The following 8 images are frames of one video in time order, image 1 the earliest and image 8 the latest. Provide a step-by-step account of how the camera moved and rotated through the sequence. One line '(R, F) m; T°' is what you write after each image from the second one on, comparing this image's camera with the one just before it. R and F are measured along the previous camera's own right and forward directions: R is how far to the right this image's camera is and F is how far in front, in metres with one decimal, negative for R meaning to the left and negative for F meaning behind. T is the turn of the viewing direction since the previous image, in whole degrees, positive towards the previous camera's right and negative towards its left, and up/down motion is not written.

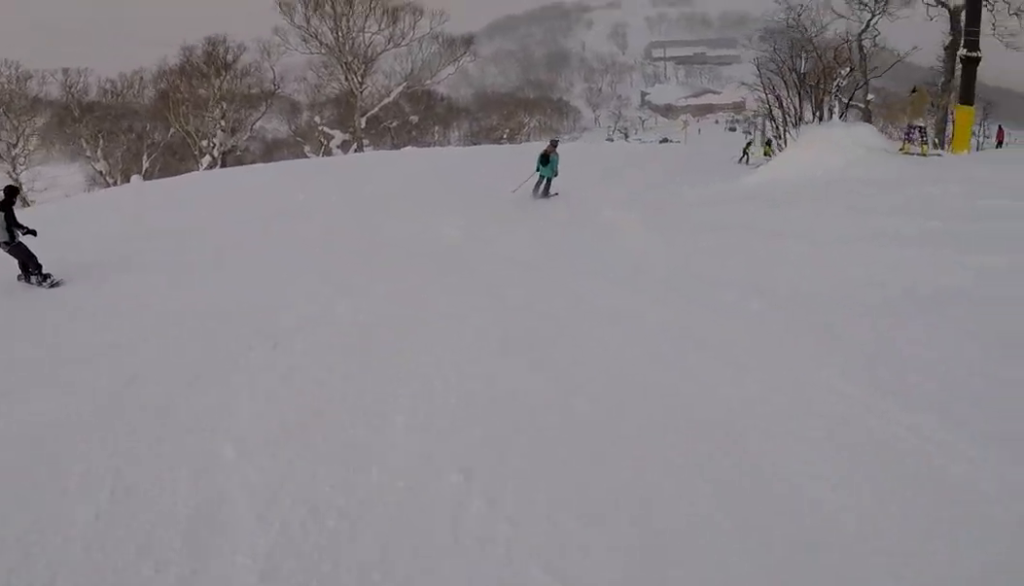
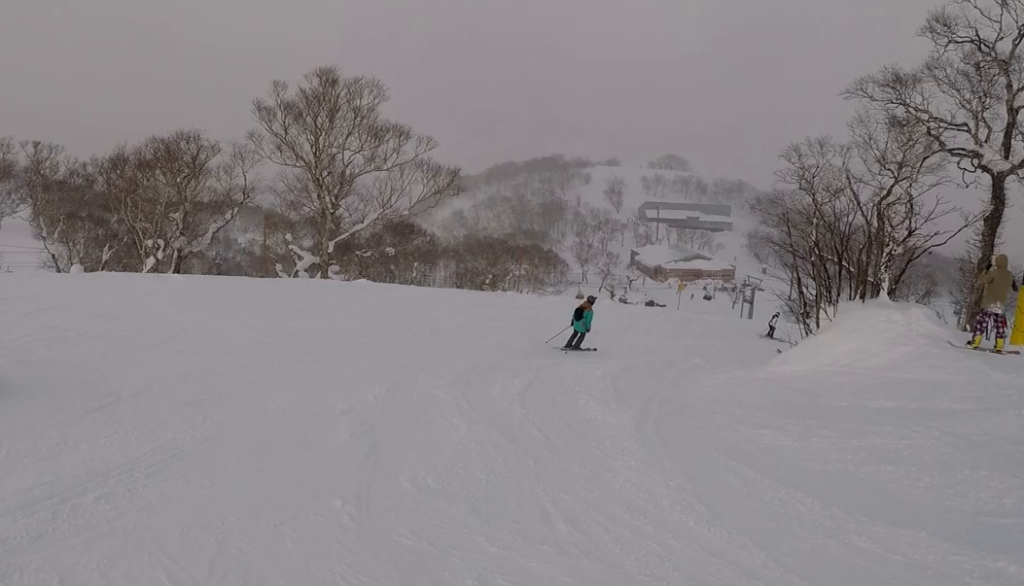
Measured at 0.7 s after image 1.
(+0.3, +4.3) m; +7°
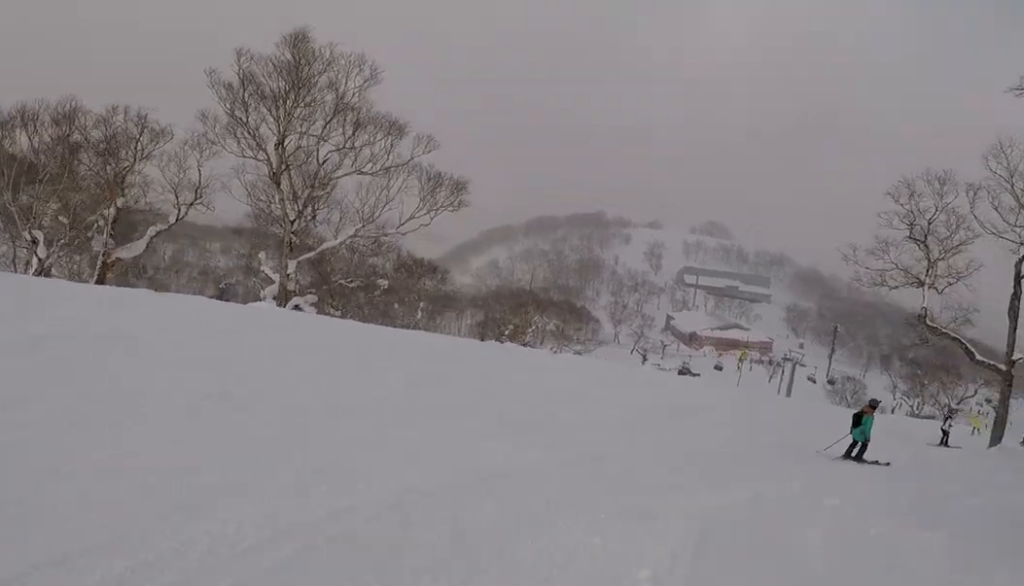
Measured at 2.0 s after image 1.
(+1.0, +8.6) m; +17°
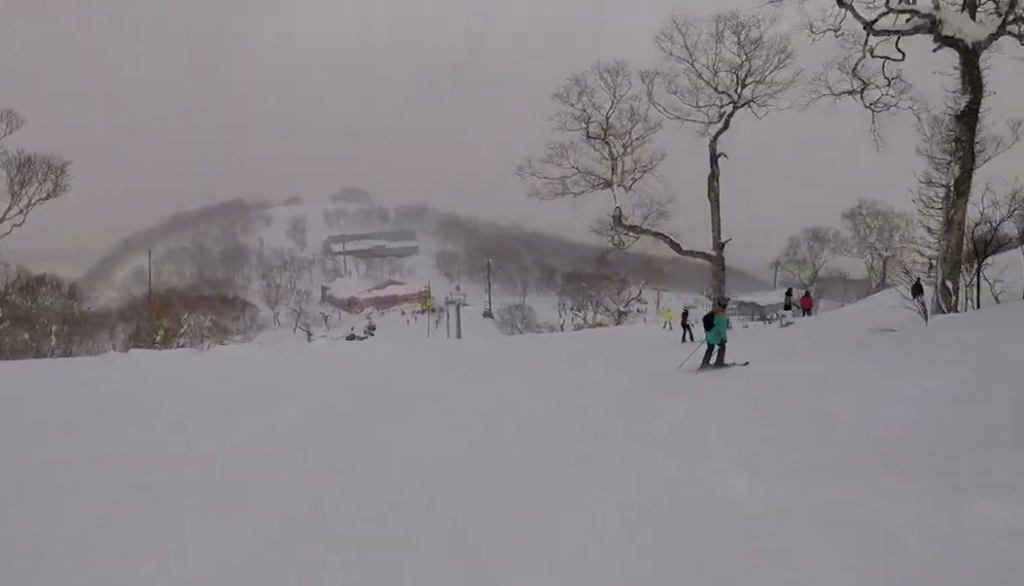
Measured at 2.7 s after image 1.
(+0.5, +3.7) m; +9°
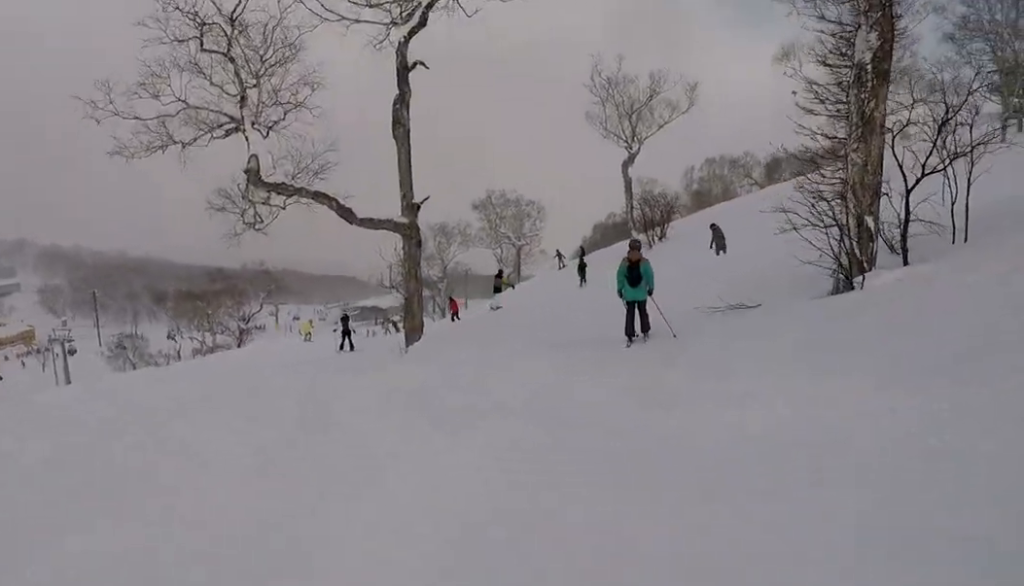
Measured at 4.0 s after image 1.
(+1.0, +7.2) m; +16°
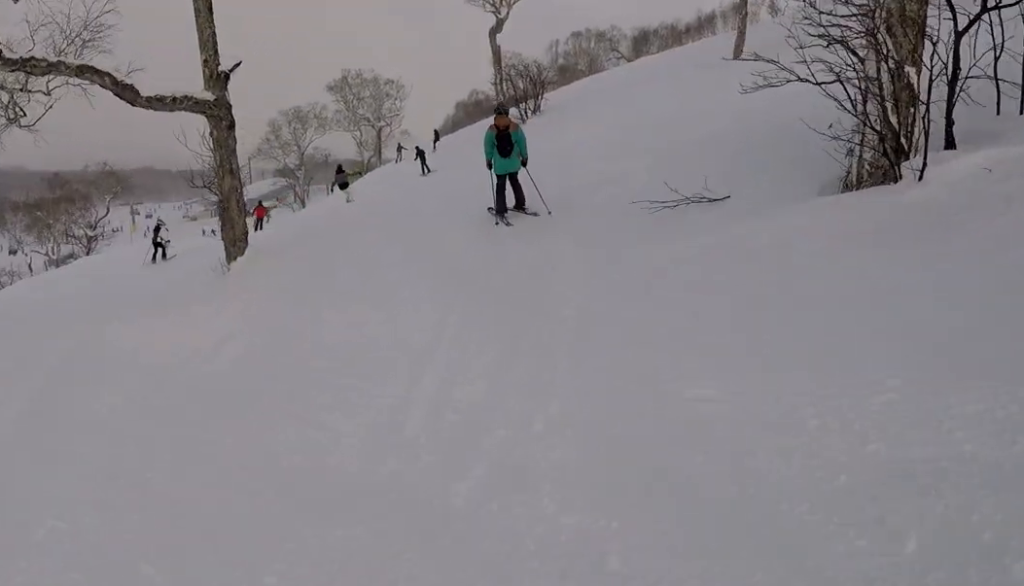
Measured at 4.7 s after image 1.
(+0.3, +3.5) m; +7°
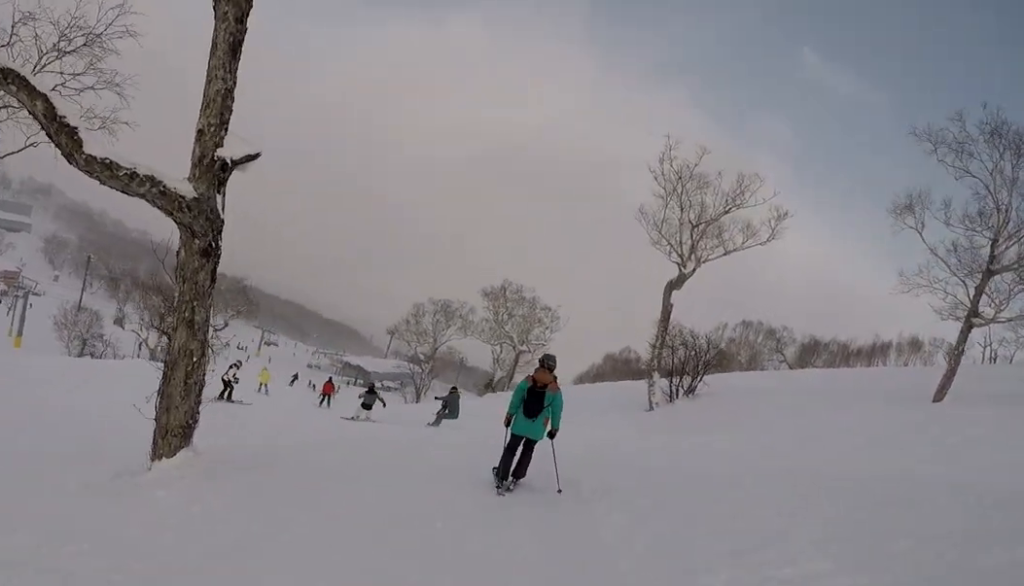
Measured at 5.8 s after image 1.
(+0.5, +5.2) m; +10°
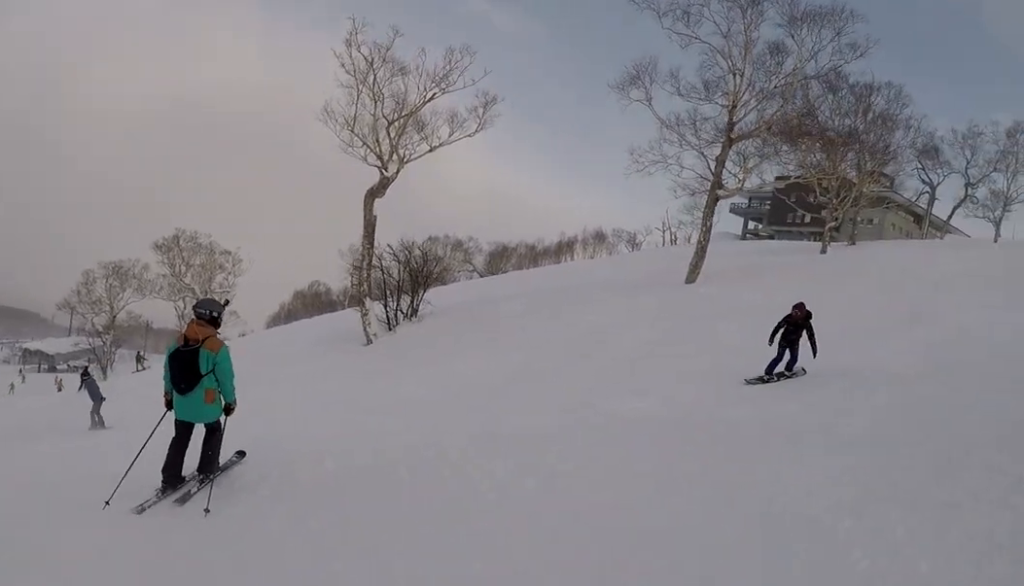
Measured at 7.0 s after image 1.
(+0.4, +4.9) m; +3°
